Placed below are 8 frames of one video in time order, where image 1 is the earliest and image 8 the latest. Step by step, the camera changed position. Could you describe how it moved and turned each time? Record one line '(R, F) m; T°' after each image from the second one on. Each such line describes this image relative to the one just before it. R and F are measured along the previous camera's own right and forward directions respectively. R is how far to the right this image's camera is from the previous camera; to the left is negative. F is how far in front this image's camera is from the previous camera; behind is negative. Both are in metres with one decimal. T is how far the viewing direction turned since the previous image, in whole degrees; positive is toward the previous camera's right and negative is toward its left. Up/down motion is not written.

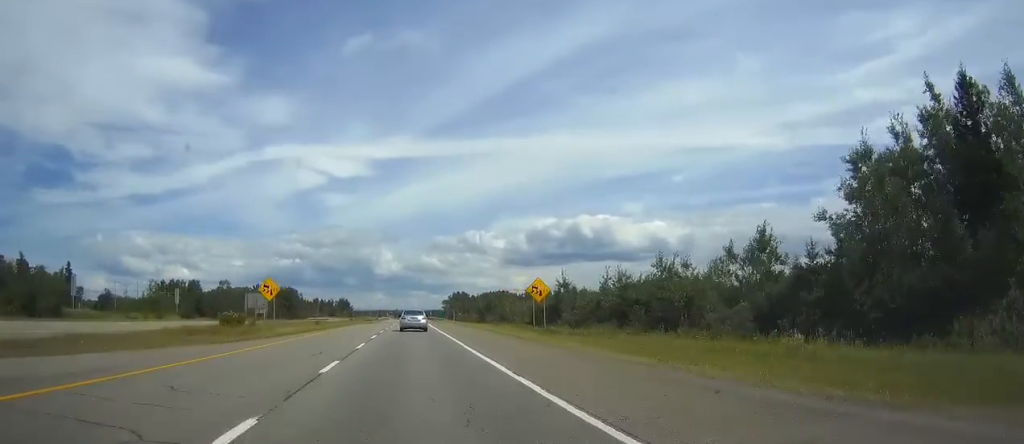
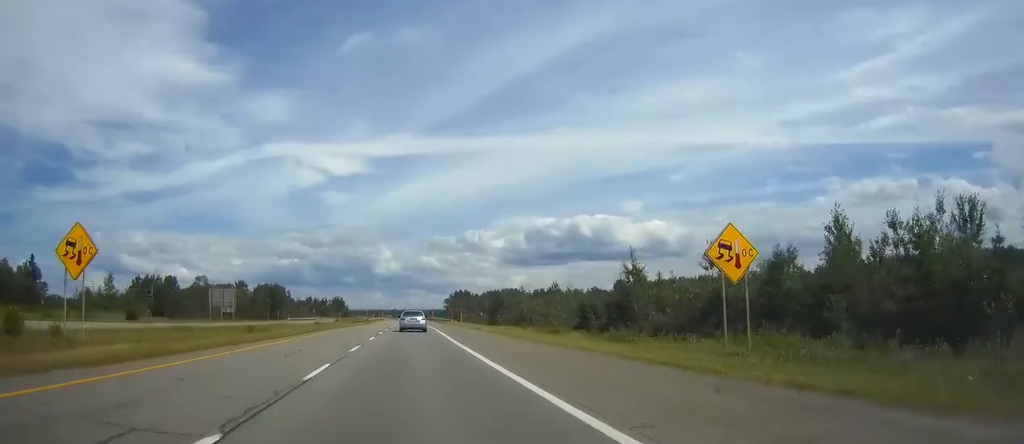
(0.0, +28.2) m; 0°
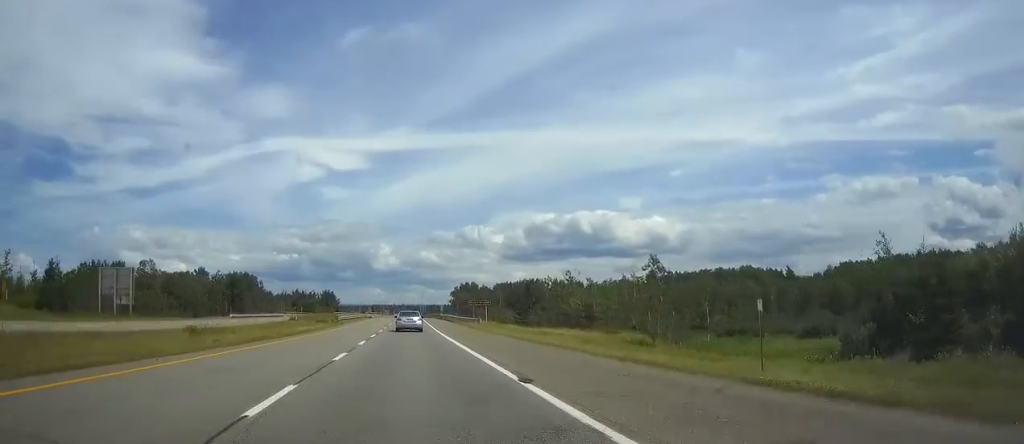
(0.0, +49.3) m; 0°
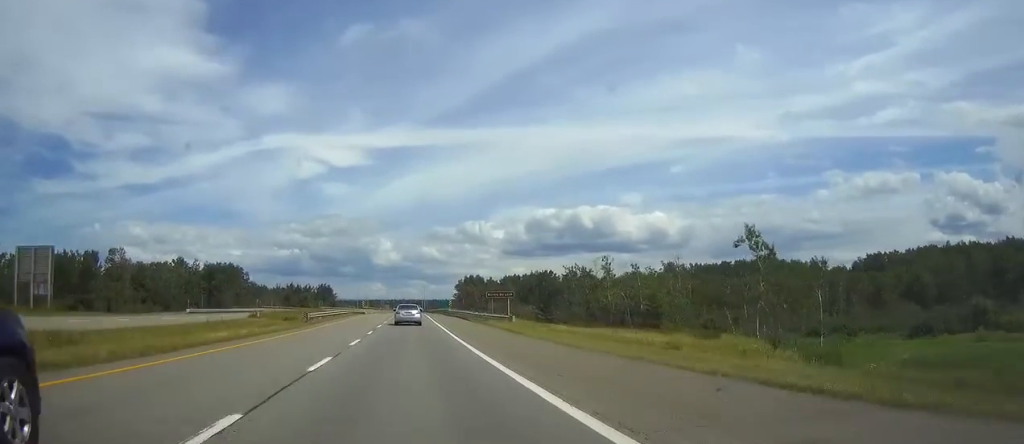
(0.0, +21.1) m; 0°
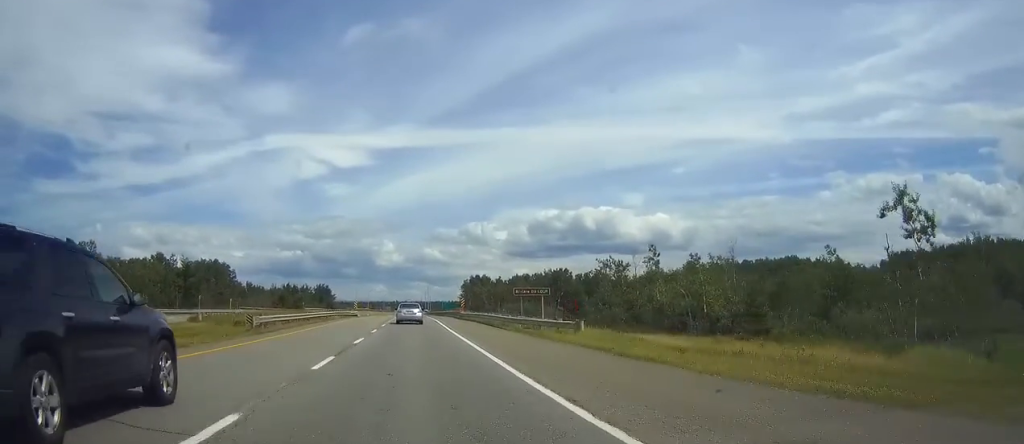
(0.0, +18.1) m; 0°
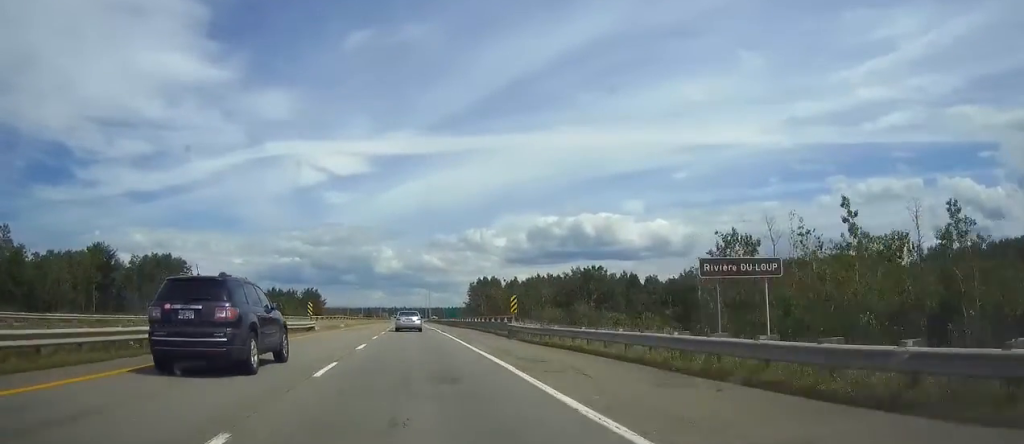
(0.0, +37.1) m; 0°
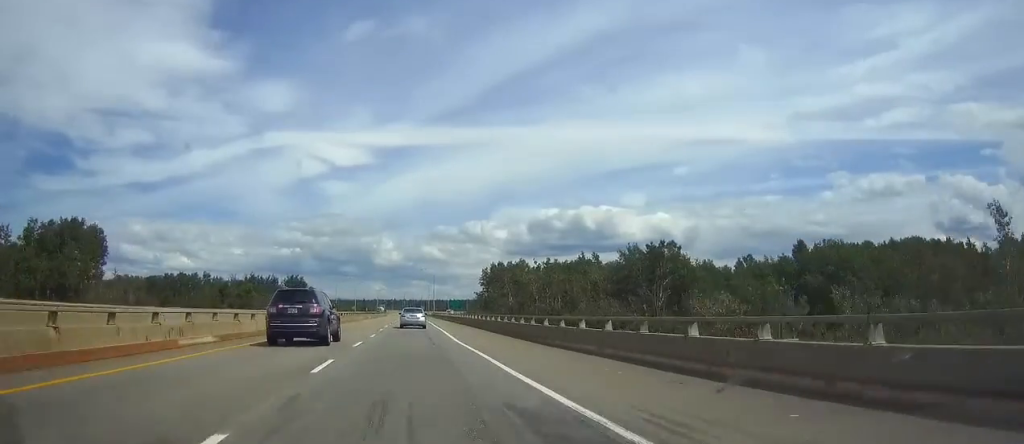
(-0.2, +44.9) m; 0°
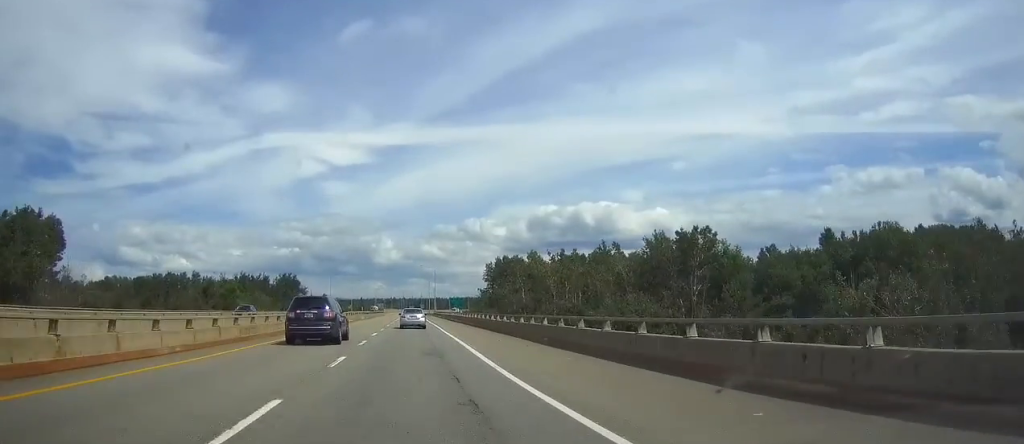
(-0.1, +14.9) m; 0°
